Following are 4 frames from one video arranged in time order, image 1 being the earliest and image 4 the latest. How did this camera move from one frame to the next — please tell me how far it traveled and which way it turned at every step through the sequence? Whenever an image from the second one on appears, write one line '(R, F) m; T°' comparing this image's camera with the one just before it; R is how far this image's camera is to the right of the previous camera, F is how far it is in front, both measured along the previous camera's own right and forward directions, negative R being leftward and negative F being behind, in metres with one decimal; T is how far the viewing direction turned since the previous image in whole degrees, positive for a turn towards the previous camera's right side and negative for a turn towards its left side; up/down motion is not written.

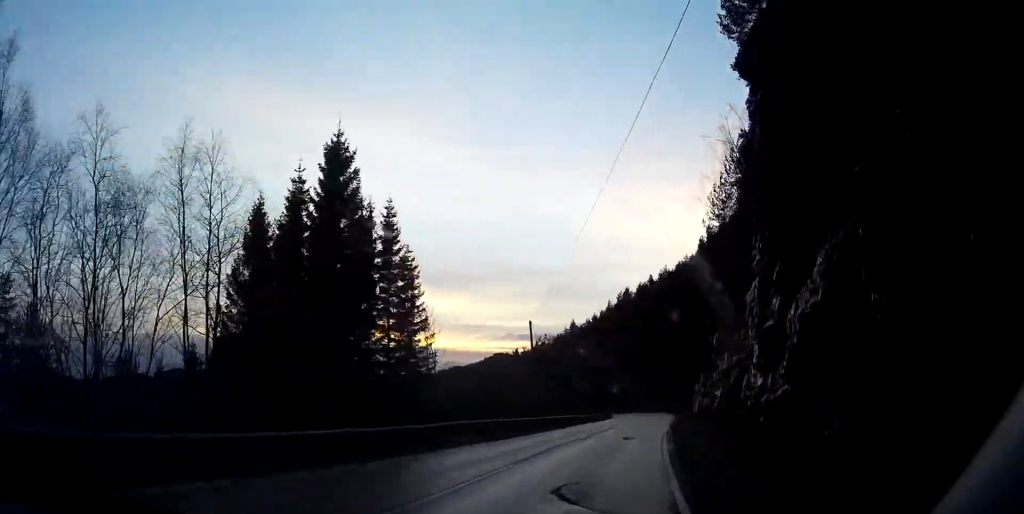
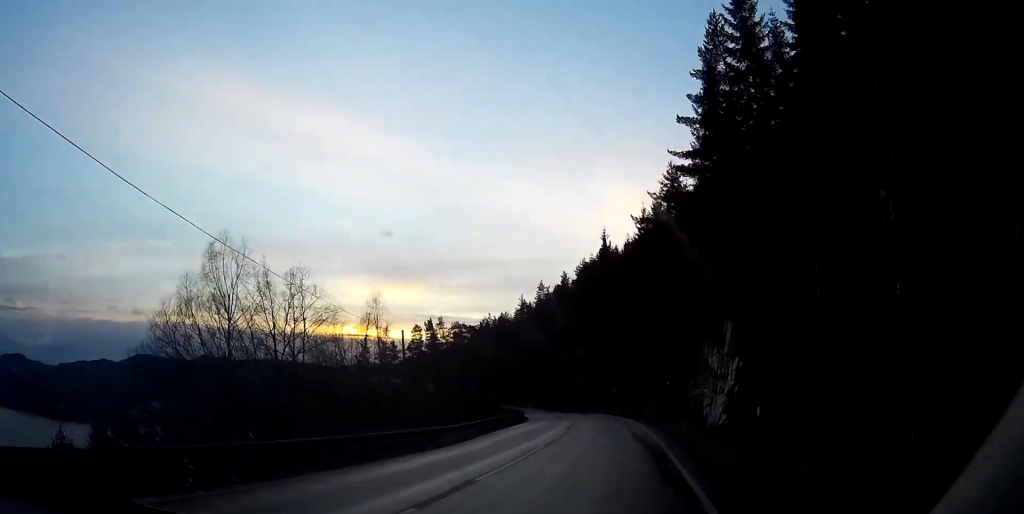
(+3.7, +54.4) m; +4°
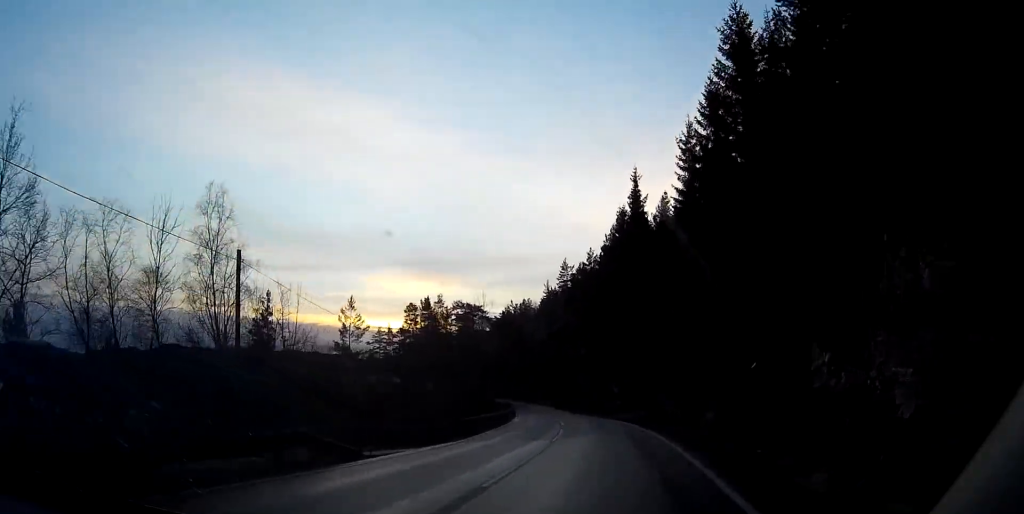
(-0.6, +25.7) m; -3°
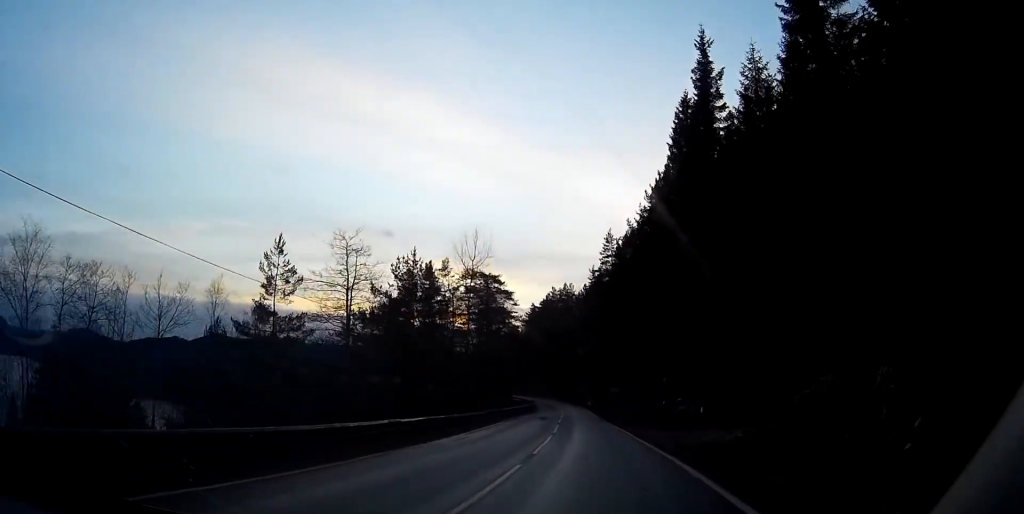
(-0.8, +28.5) m; -3°
